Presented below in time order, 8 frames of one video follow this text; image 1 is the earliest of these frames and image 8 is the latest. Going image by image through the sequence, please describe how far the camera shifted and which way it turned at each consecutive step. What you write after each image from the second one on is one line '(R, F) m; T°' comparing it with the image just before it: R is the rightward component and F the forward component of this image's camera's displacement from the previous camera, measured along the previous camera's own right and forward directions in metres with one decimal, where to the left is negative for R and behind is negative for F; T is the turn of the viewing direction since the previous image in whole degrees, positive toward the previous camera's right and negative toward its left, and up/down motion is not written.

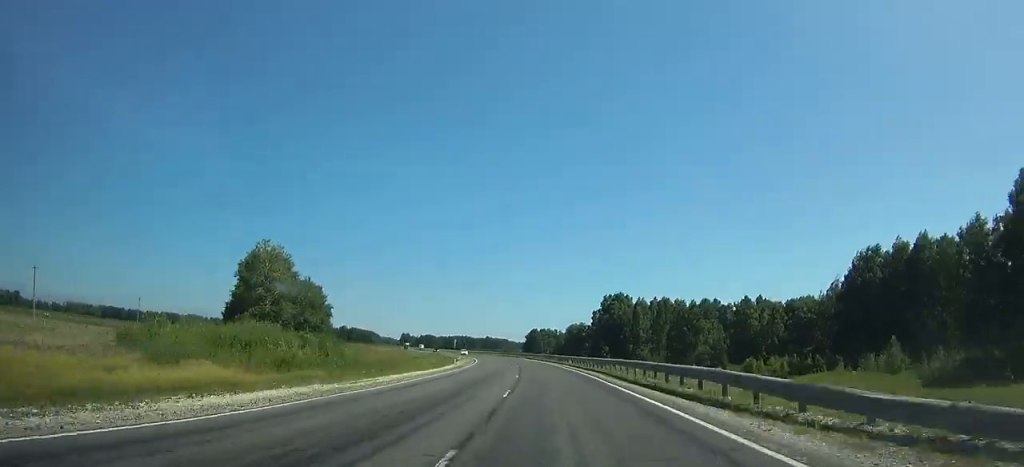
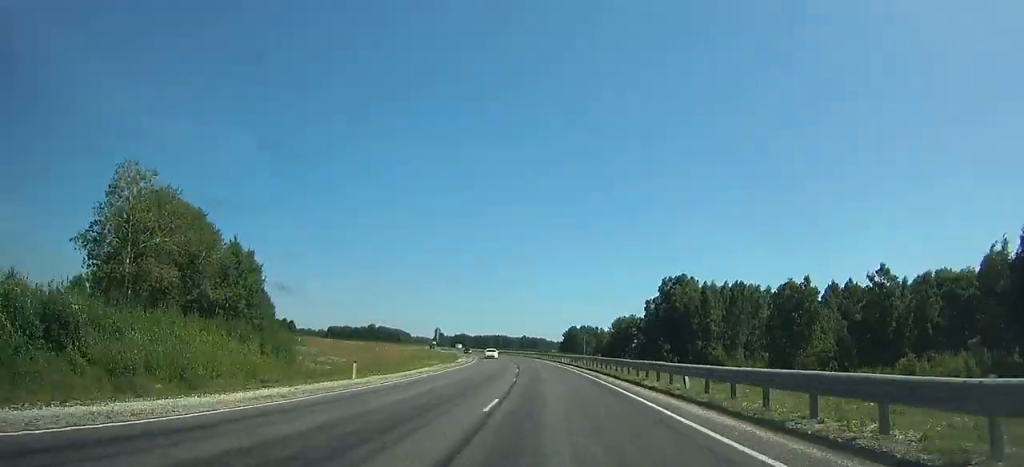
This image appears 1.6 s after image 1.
(-2.1, +42.2) m; -4°
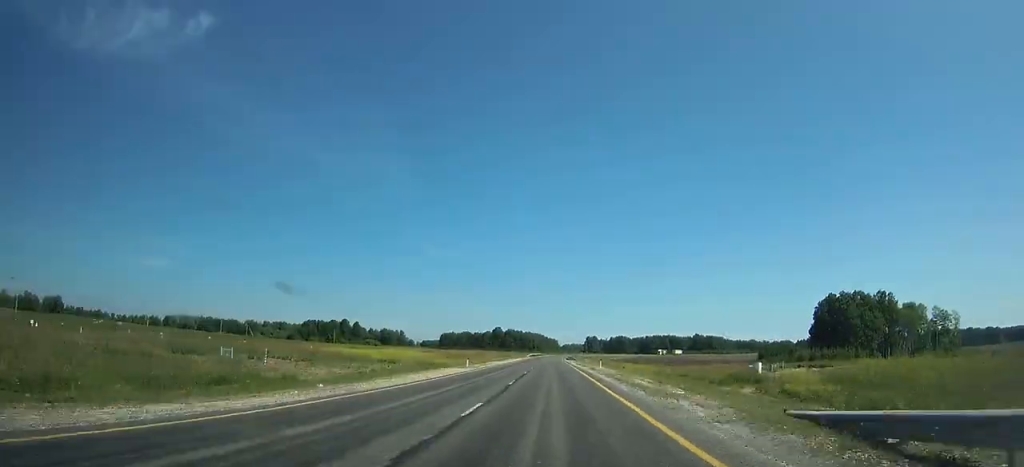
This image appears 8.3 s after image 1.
(-24.3, +180.2) m; -14°
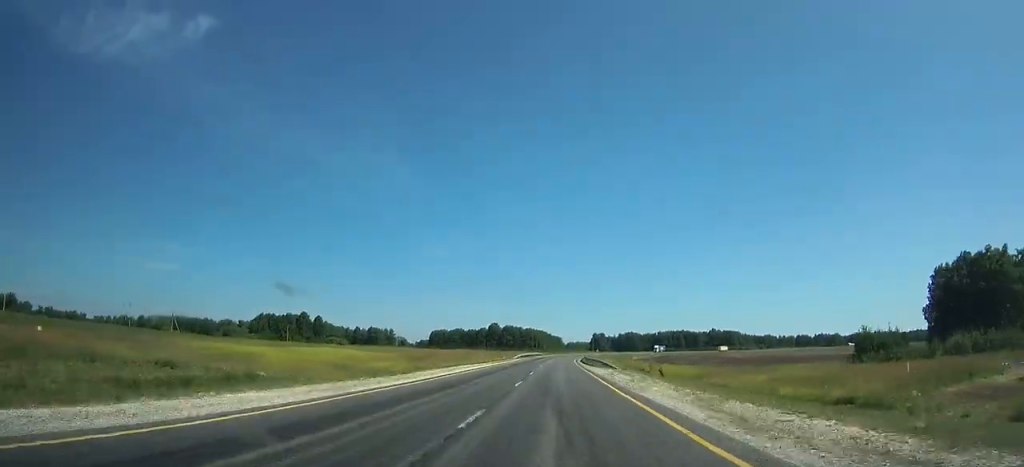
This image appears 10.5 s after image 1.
(-1.5, +61.7) m; -1°
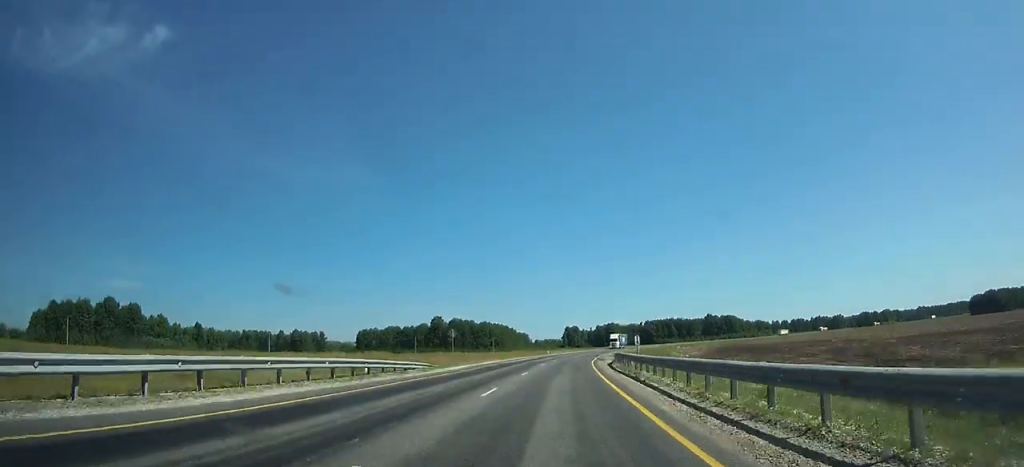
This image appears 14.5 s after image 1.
(+0.6, +112.4) m; +3°
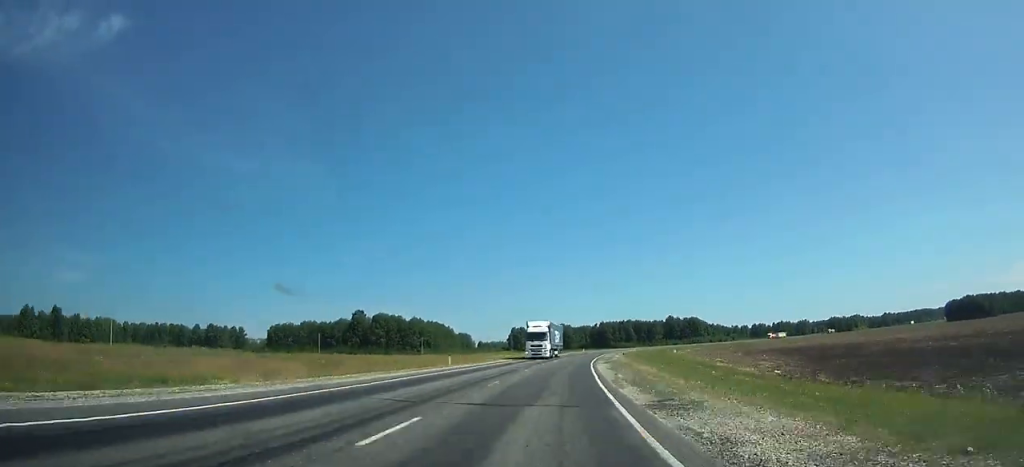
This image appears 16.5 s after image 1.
(+2.3, +55.2) m; +4°
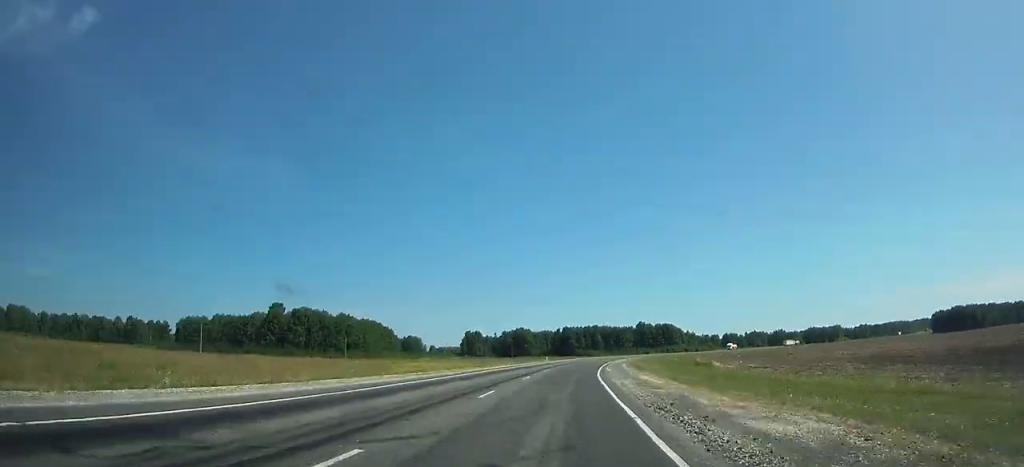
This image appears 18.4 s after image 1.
(+1.4, +52.0) m; +4°
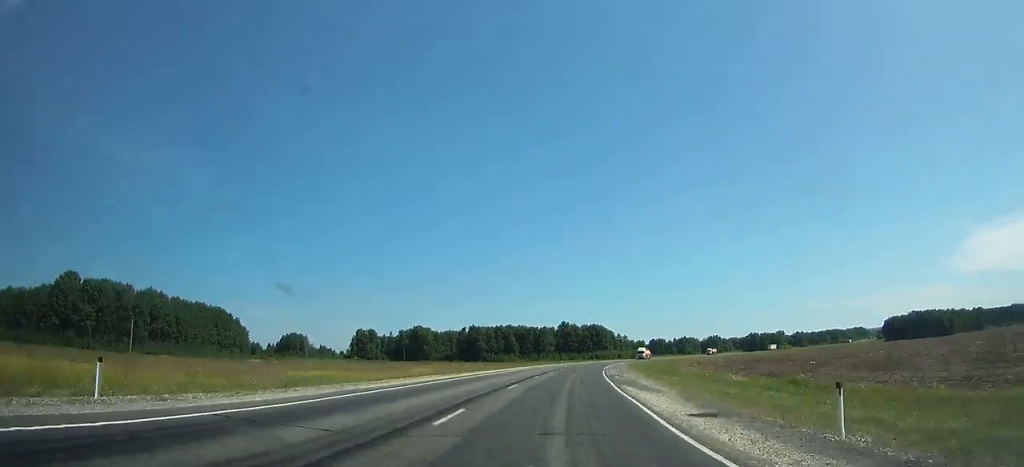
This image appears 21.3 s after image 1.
(+4.9, +78.2) m; +8°
